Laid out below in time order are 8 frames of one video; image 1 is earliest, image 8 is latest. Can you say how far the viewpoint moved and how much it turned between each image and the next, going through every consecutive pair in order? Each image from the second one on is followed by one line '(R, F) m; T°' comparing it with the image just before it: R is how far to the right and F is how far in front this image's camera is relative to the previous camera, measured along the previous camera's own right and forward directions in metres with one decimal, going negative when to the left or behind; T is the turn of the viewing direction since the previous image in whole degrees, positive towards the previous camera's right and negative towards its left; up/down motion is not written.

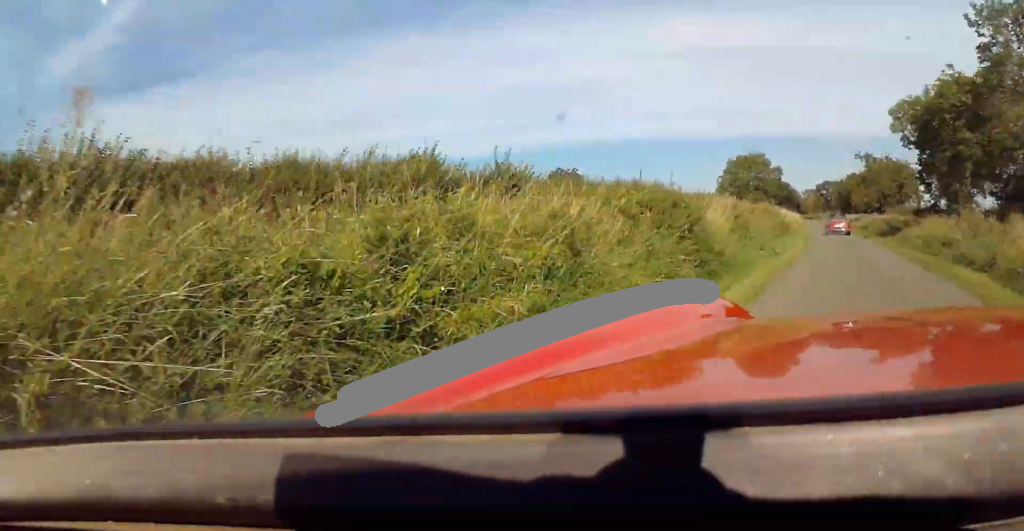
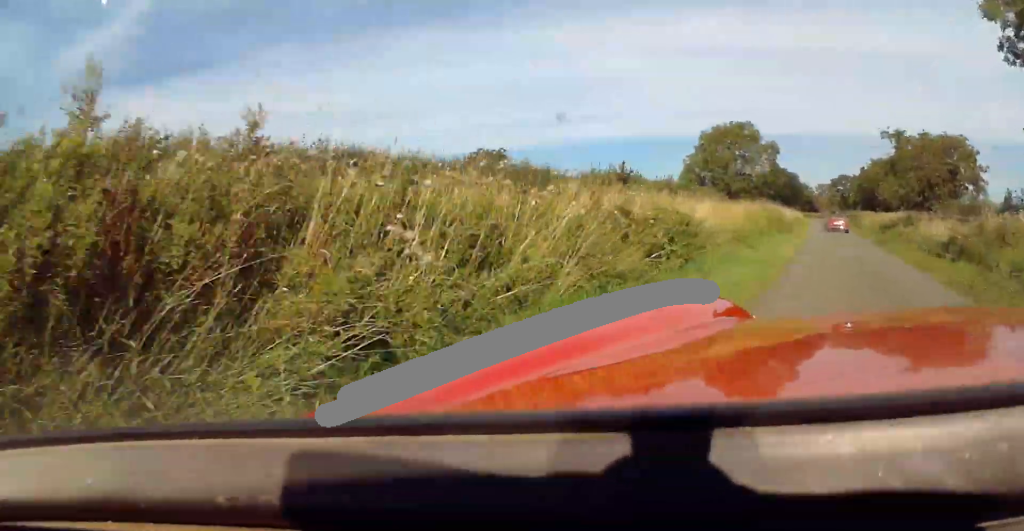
(-1.0, +30.9) m; -2°
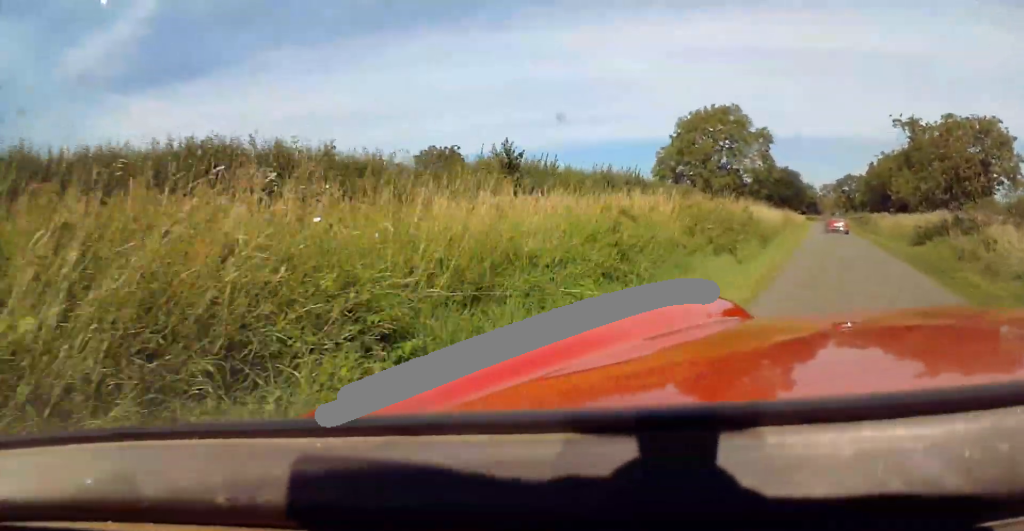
(+0.2, +11.8) m; 0°
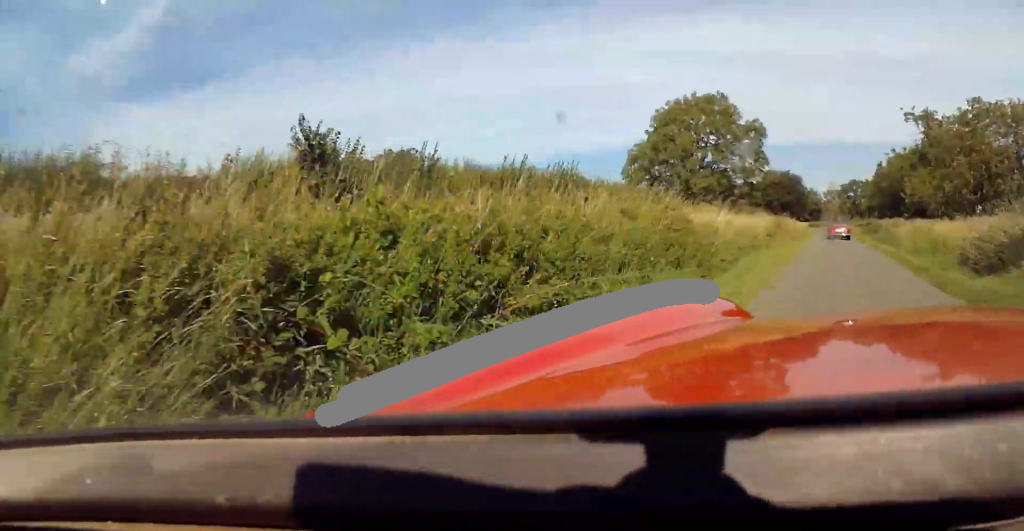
(0.0, +8.7) m; 0°
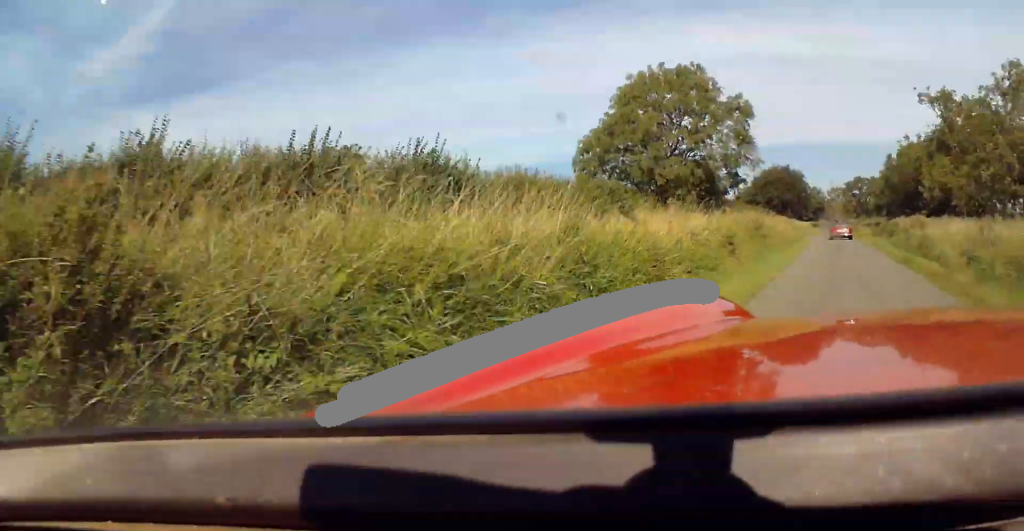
(-0.1, +9.2) m; 0°
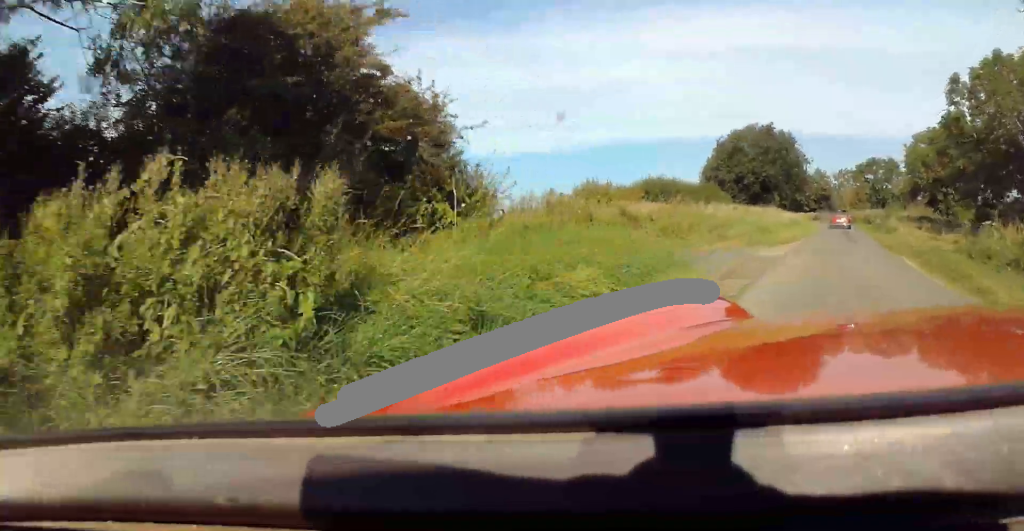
(-0.8, +37.0) m; -4°
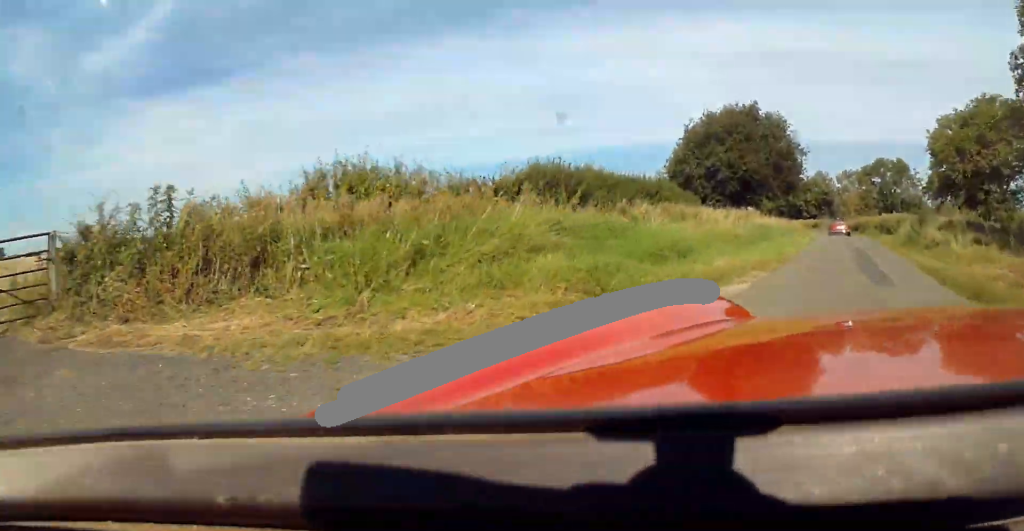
(-0.5, +14.9) m; -2°
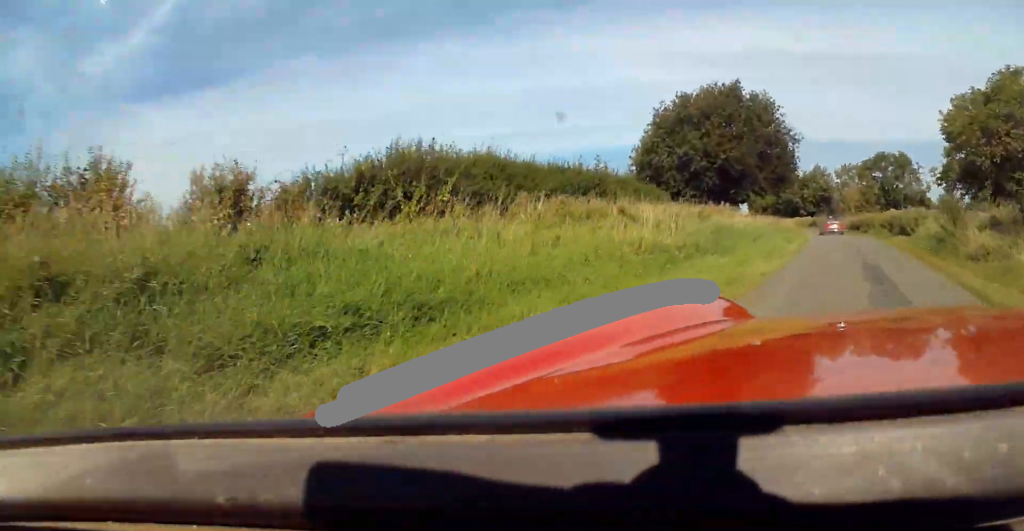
(-0.2, +7.9) m; 0°
